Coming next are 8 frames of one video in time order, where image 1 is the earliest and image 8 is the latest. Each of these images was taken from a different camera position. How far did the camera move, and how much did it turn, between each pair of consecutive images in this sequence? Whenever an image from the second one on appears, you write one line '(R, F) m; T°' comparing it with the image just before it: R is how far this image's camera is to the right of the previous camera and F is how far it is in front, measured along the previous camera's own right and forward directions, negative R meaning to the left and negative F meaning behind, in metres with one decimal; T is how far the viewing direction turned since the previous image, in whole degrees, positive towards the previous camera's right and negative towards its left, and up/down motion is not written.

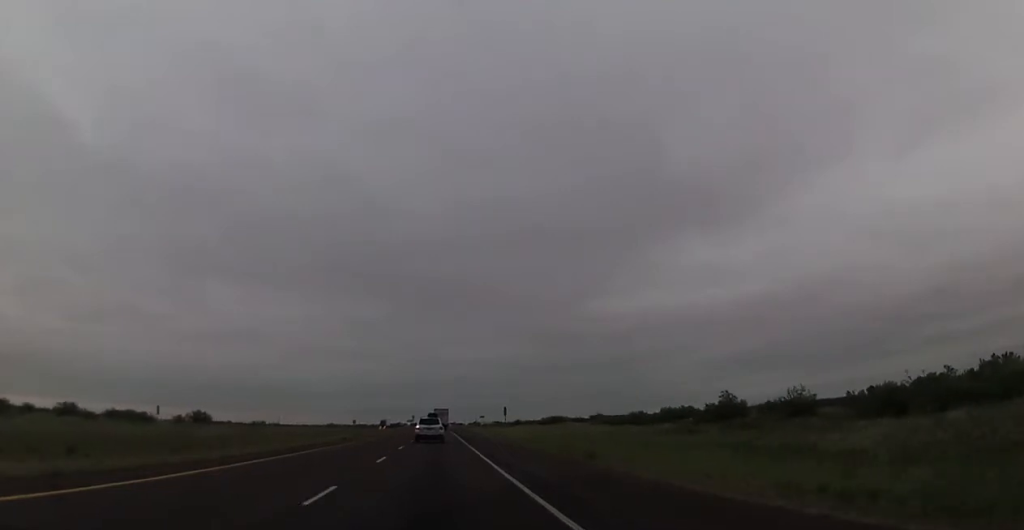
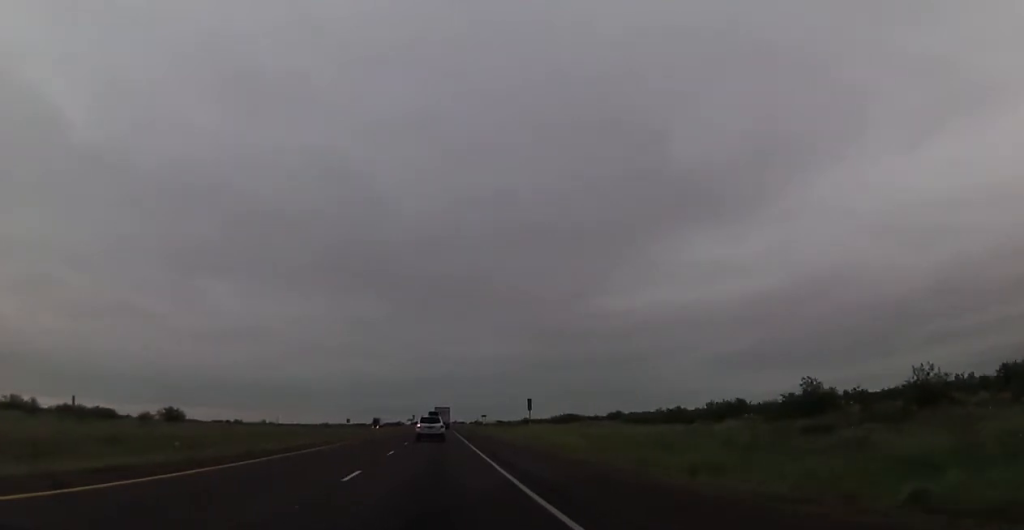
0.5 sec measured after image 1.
(+0.1, +19.9) m; 0°
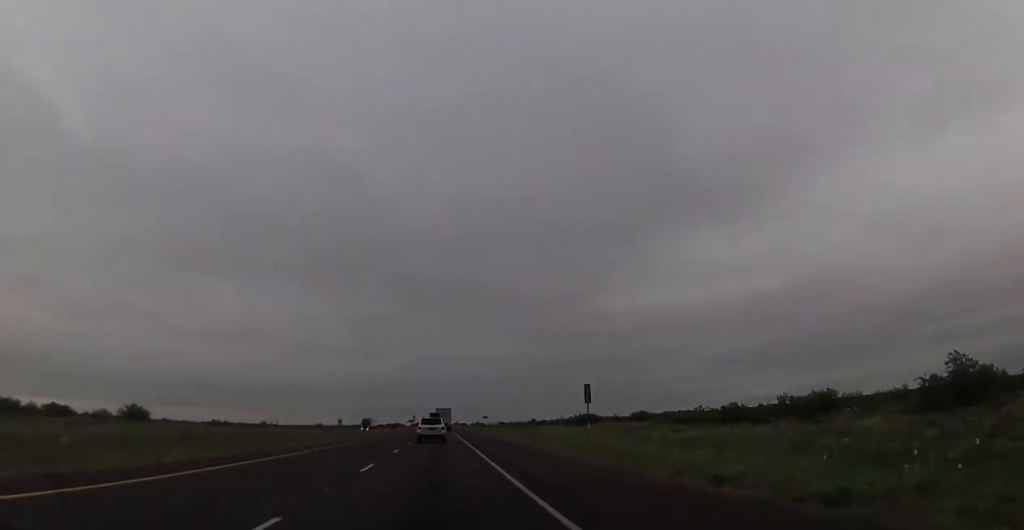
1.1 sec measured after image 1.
(+0.1, +21.1) m; 0°
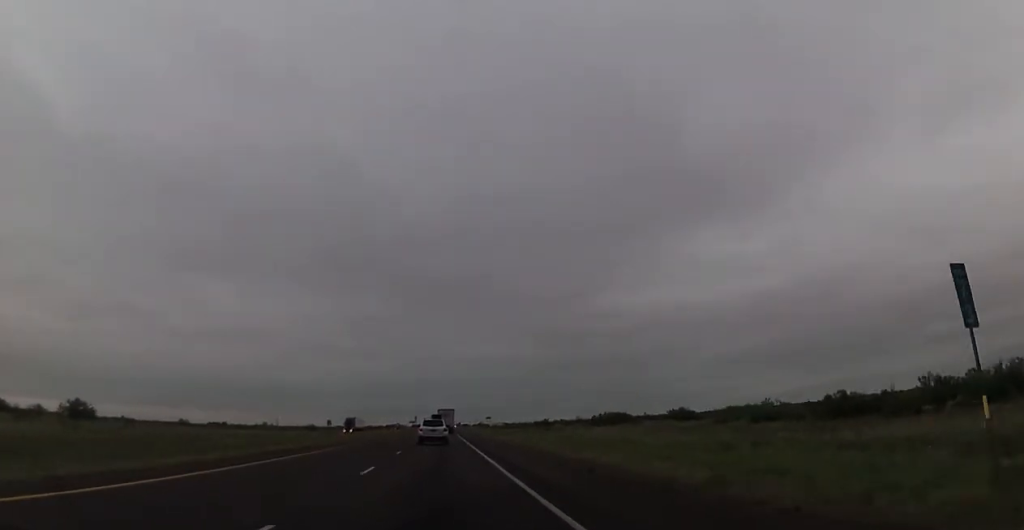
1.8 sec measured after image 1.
(-0.2, +24.8) m; 0°
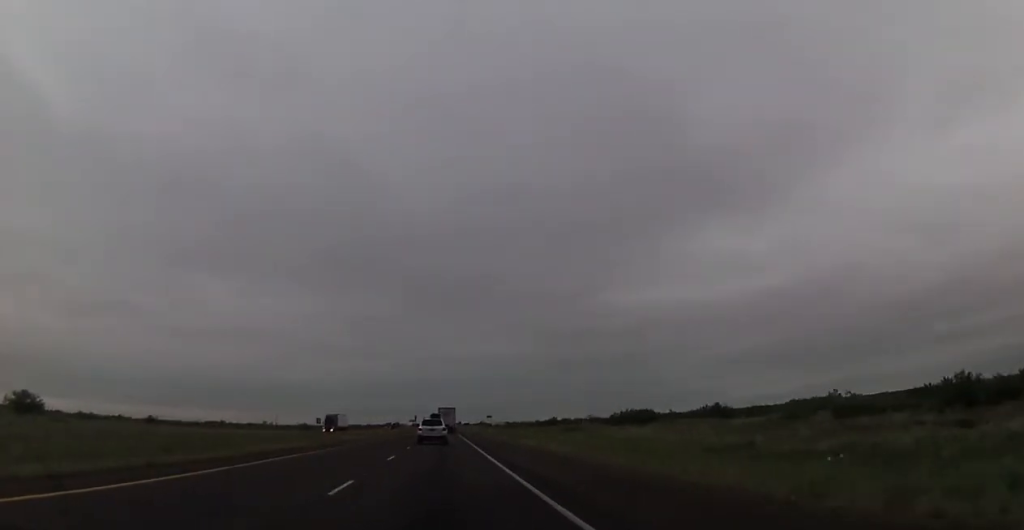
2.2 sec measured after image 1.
(-0.2, +17.4) m; 0°
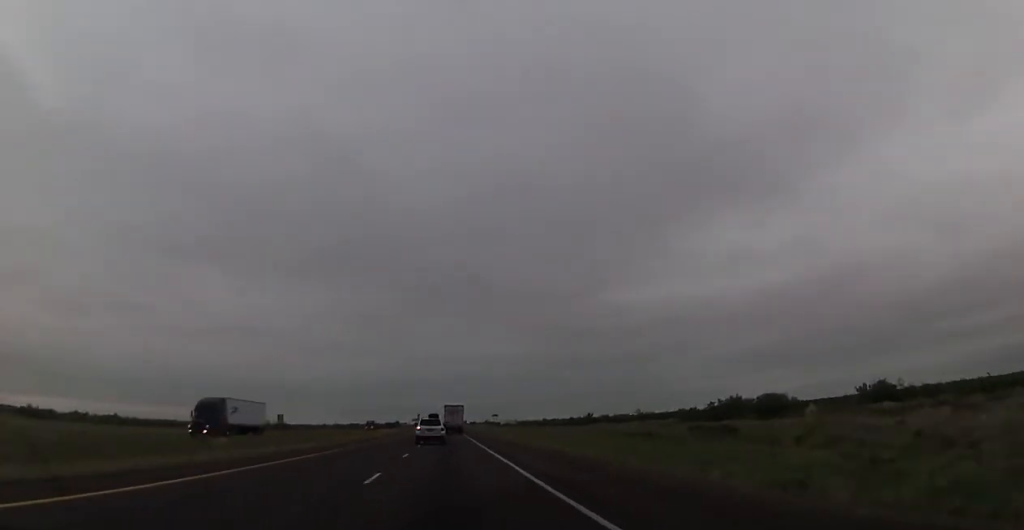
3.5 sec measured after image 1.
(+0.3, +45.8) m; 0°
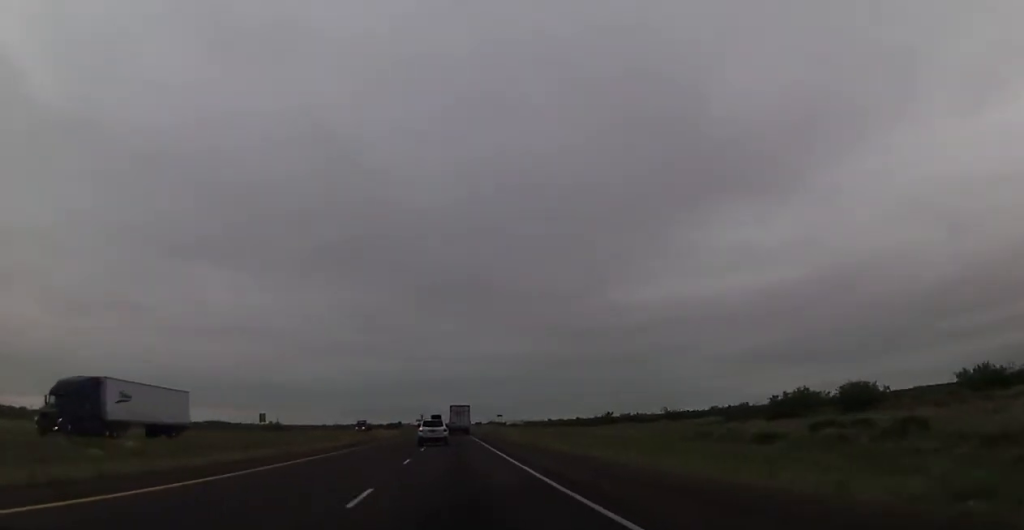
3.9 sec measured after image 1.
(-0.3, +16.1) m; 0°
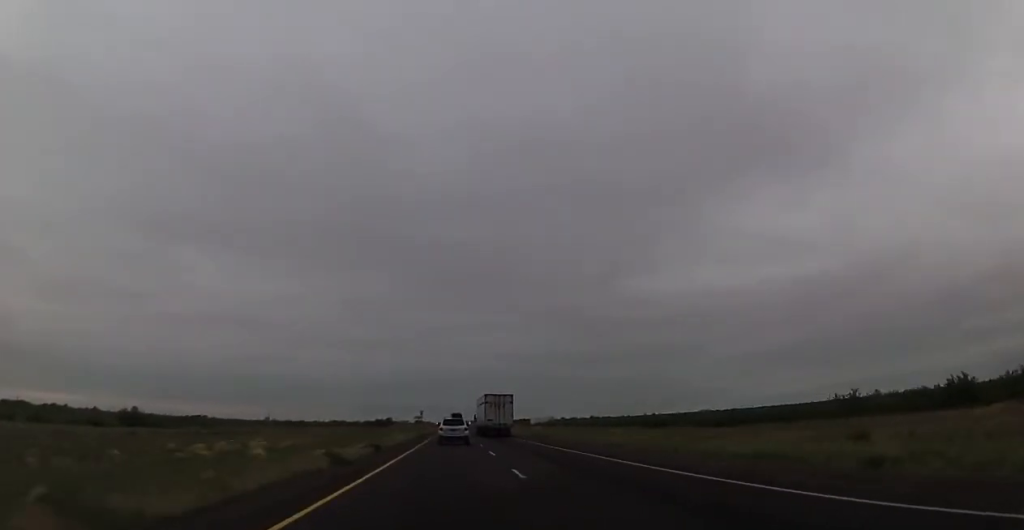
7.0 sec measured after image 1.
(-1.0, +115.1) m; -2°
